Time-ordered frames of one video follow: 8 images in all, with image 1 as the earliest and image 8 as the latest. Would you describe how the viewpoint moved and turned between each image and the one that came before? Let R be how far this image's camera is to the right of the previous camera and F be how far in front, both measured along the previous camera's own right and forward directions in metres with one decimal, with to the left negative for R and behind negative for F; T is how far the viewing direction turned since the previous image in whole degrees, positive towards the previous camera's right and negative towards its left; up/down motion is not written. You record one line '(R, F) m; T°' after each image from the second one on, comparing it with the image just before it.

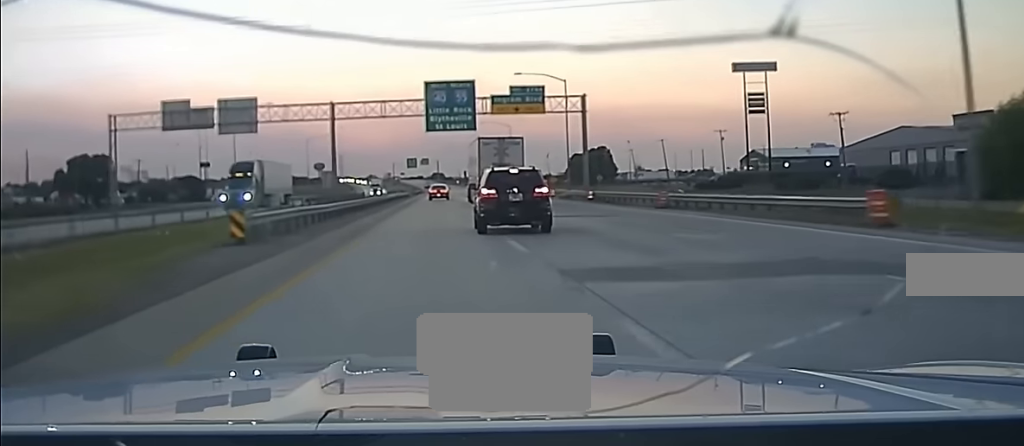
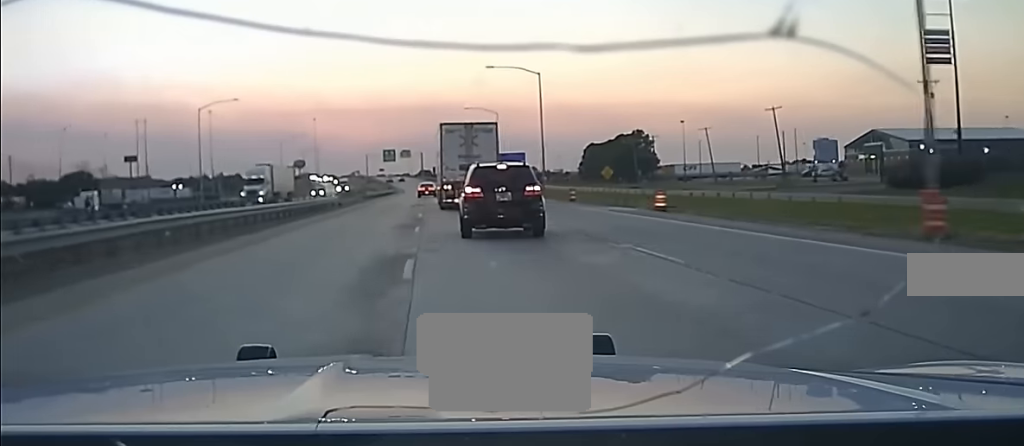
(+0.1, +34.3) m; 0°
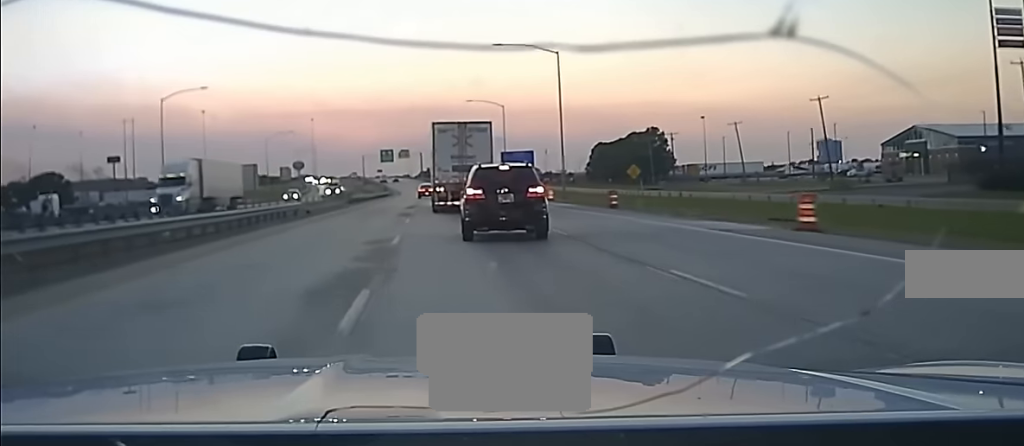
(0.0, +21.5) m; 0°
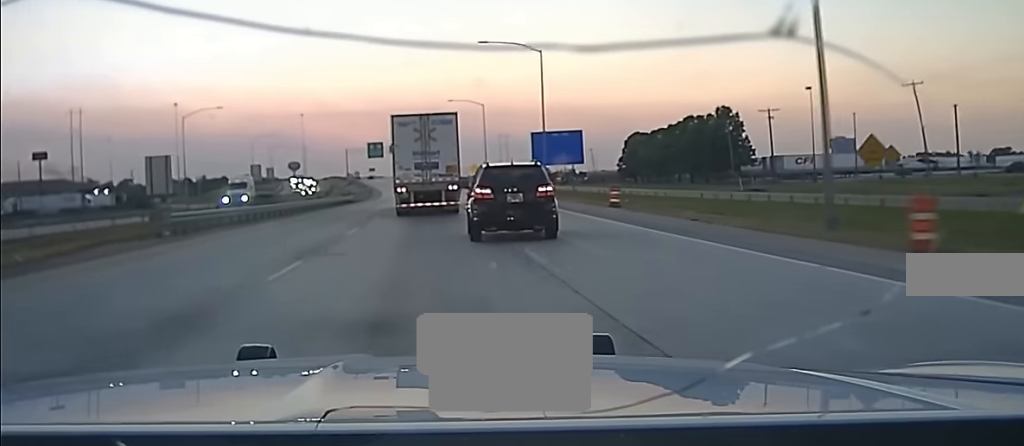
(0.0, +76.2) m; 0°
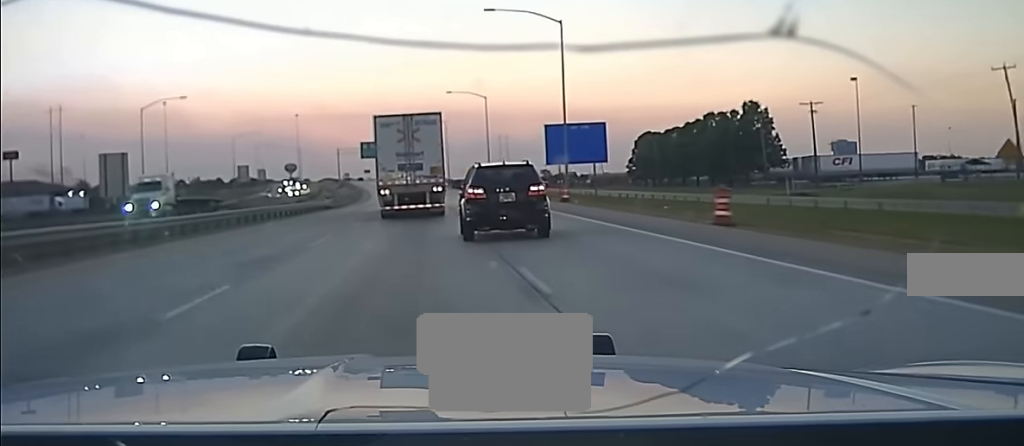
(-0.1, +19.6) m; 0°
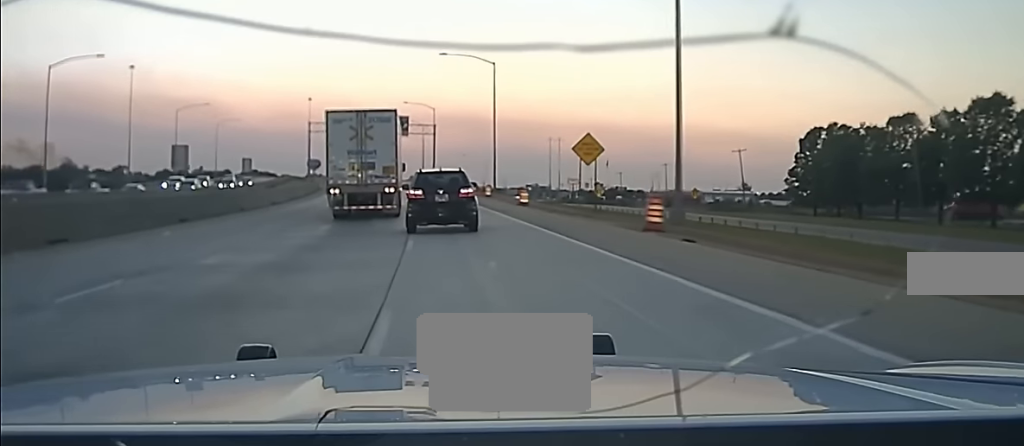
(-1.0, +72.6) m; -2°
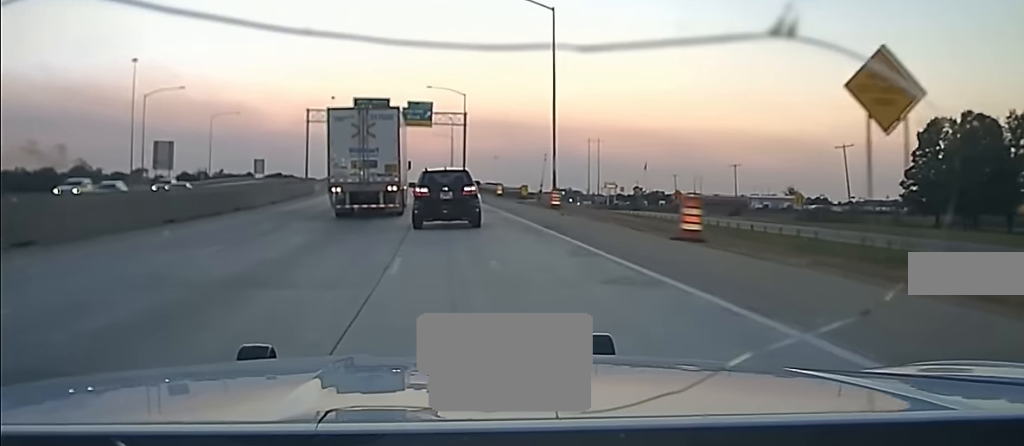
(-0.5, +37.3) m; -2°
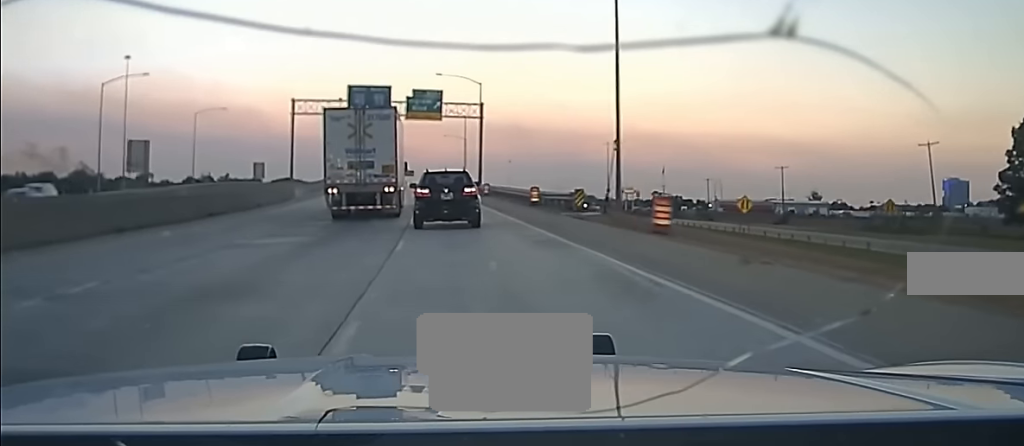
(-0.4, +22.5) m; -1°
